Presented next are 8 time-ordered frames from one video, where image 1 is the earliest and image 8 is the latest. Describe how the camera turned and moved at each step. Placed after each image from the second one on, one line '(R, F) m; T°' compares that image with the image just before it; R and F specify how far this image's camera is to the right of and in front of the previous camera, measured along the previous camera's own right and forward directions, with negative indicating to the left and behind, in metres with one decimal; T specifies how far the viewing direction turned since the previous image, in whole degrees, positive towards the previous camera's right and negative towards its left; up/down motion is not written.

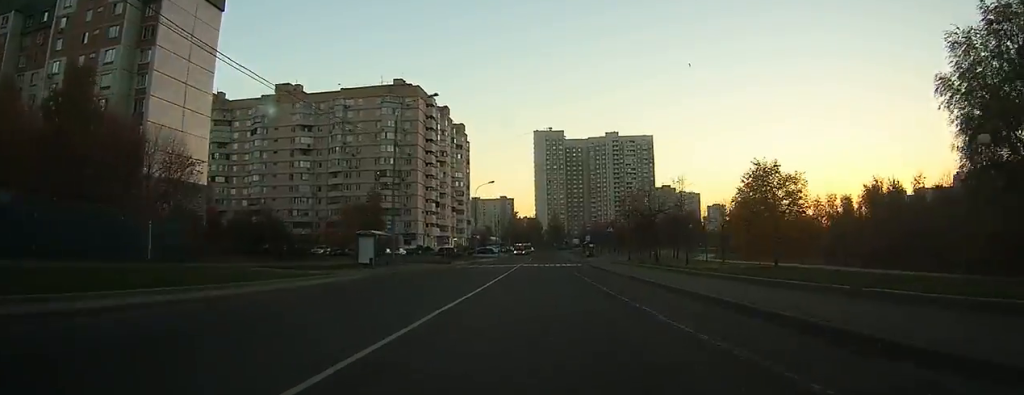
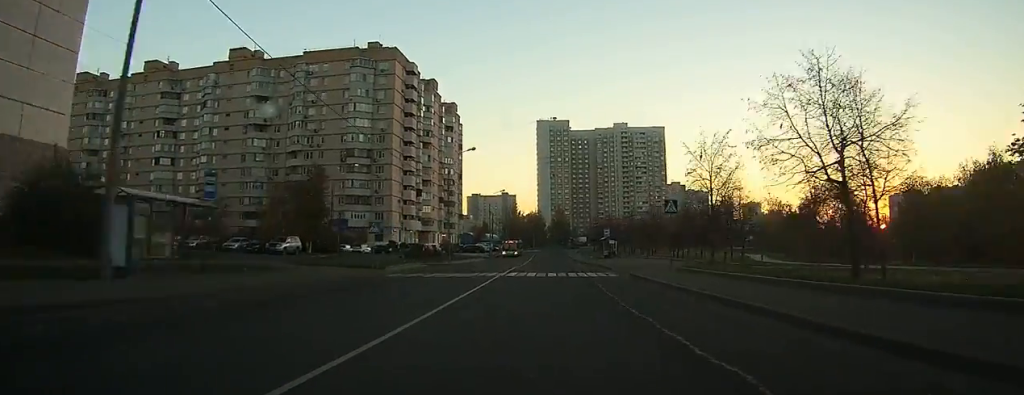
(+0.1, +24.9) m; +1°
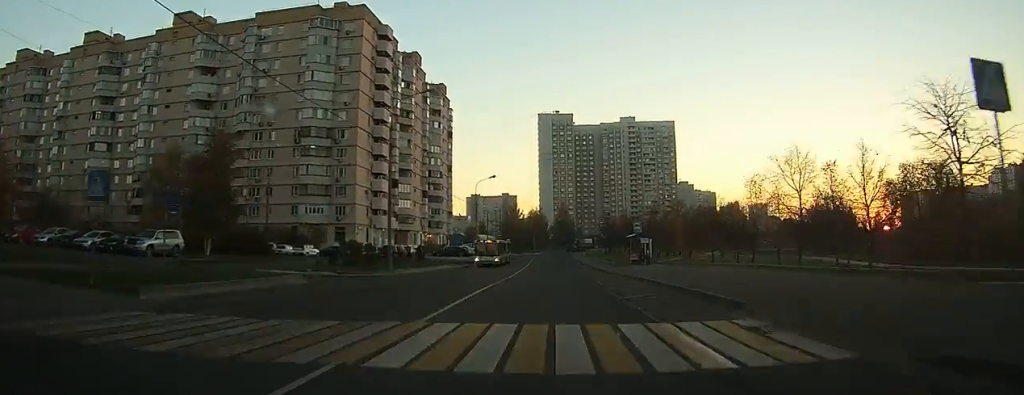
(+0.2, +21.9) m; 0°
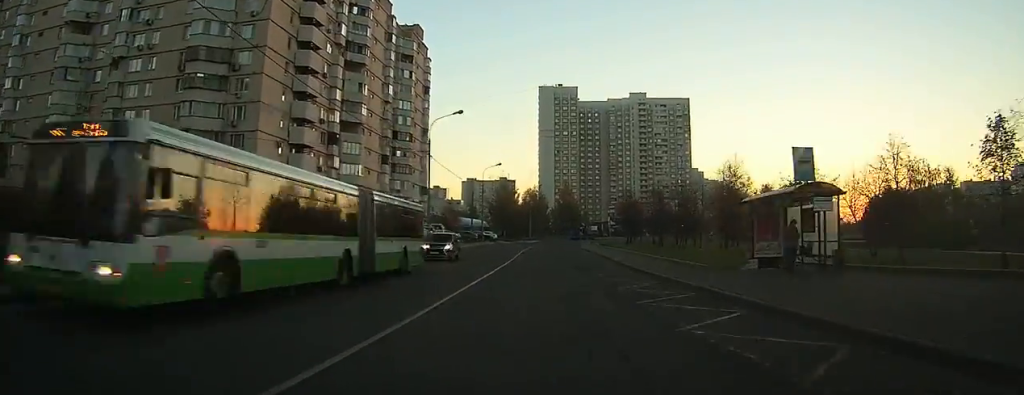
(-0.1, +31.2) m; -1°
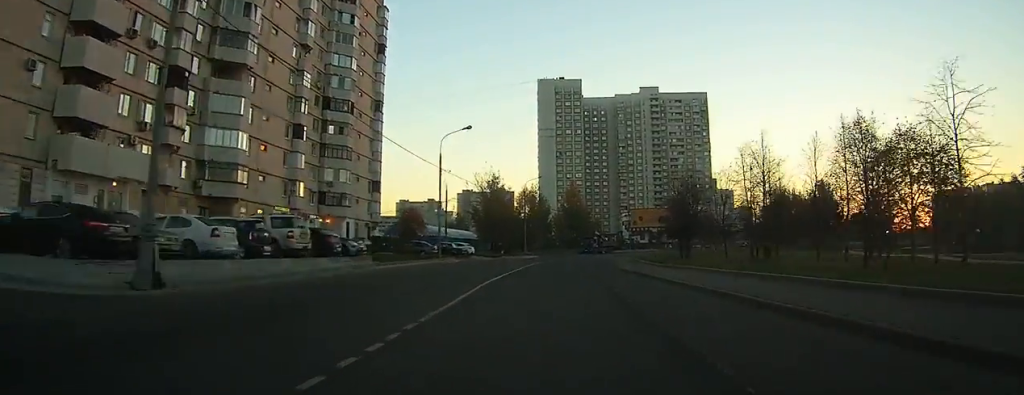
(-0.3, +33.6) m; 0°
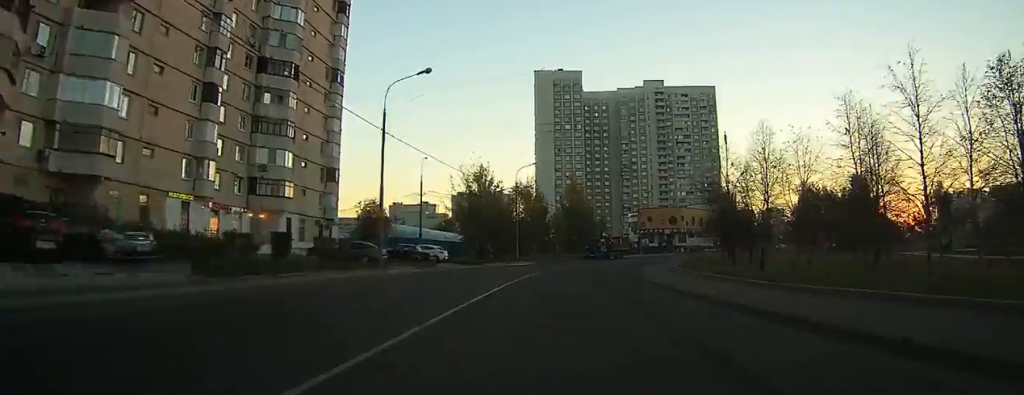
(0.0, +16.9) m; +1°
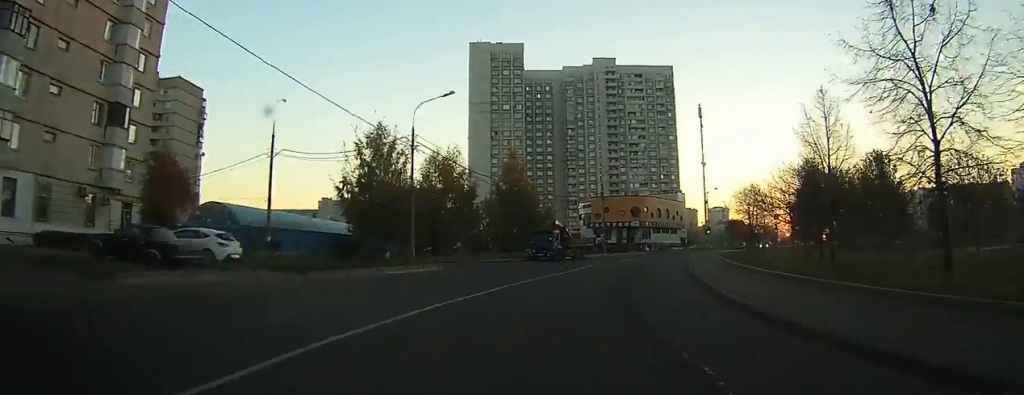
(+0.5, +28.5) m; +6°
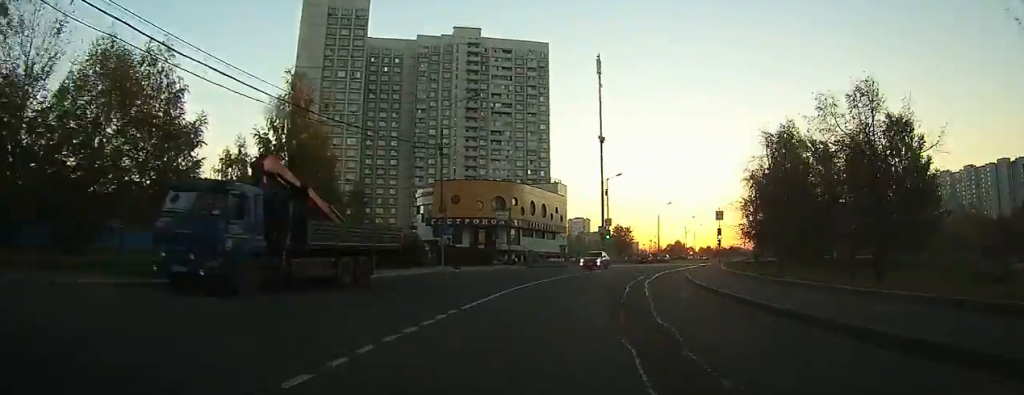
(+4.9, +37.8) m; +13°
